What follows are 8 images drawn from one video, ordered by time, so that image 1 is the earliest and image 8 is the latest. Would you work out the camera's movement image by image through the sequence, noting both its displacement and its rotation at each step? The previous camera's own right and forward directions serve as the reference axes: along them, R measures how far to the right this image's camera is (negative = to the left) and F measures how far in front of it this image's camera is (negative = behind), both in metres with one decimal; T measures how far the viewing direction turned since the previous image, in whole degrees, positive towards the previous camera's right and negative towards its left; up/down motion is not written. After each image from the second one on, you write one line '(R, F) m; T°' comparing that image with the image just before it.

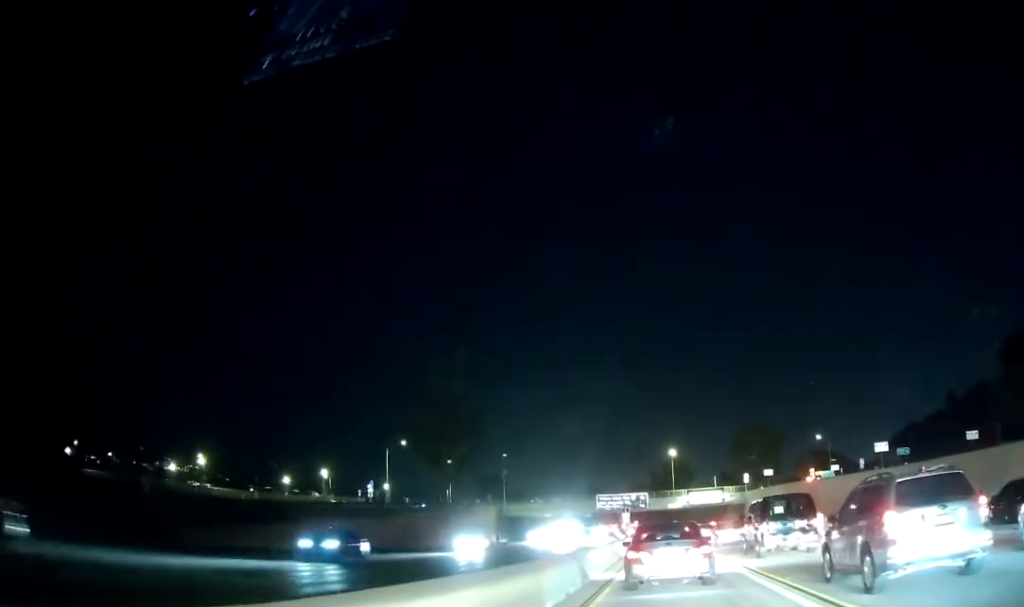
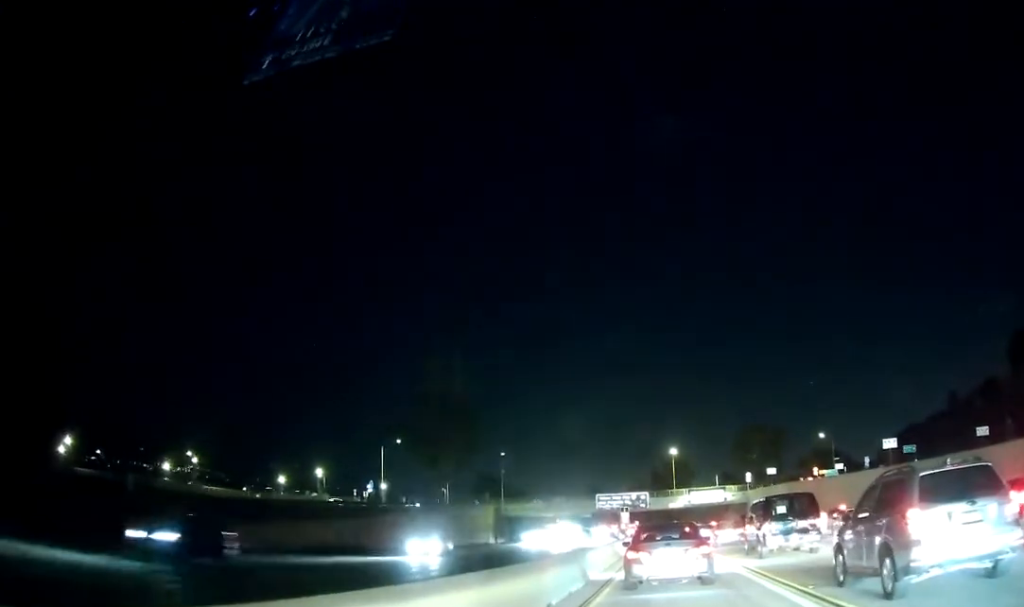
(0.0, +2.4) m; 0°
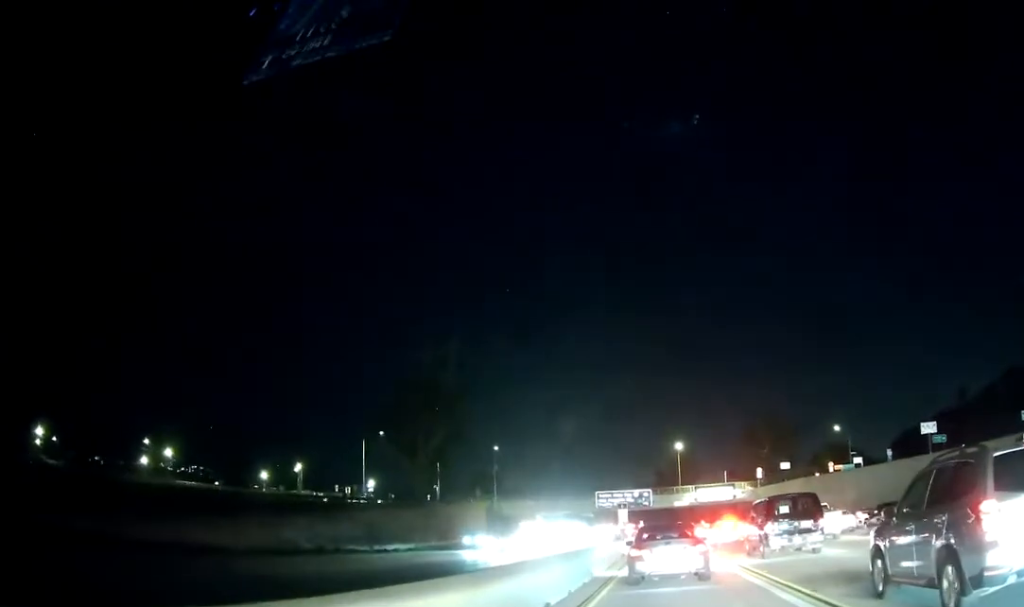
(0.0, +8.4) m; 0°
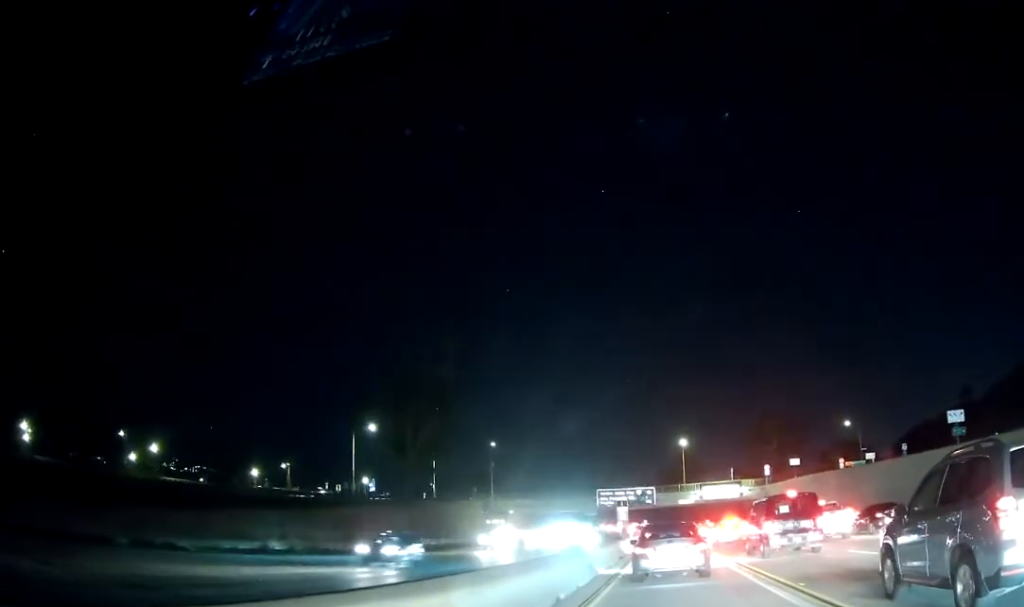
(0.0, +4.6) m; -1°
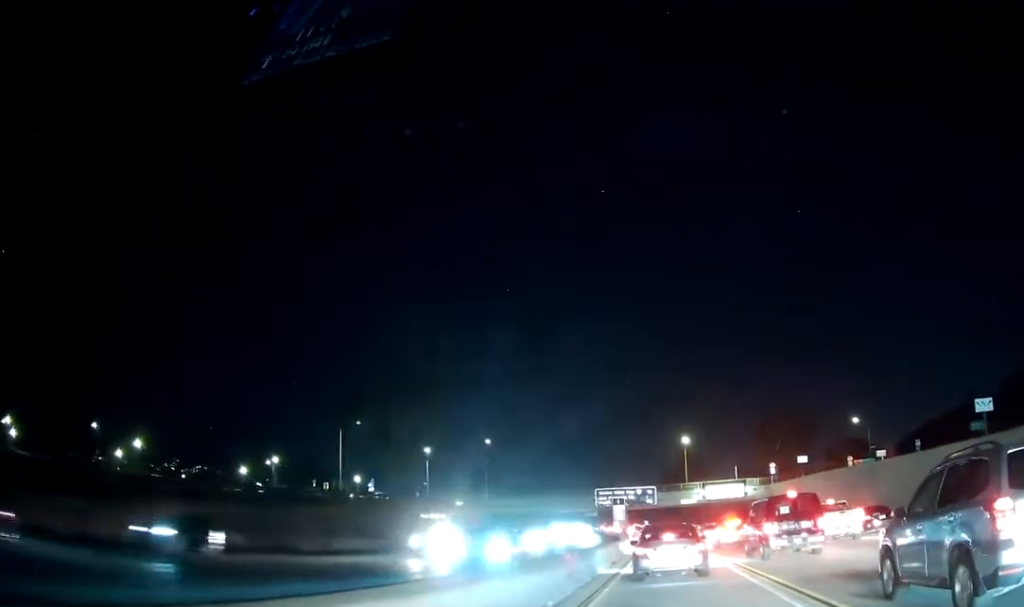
(0.0, +4.3) m; -2°
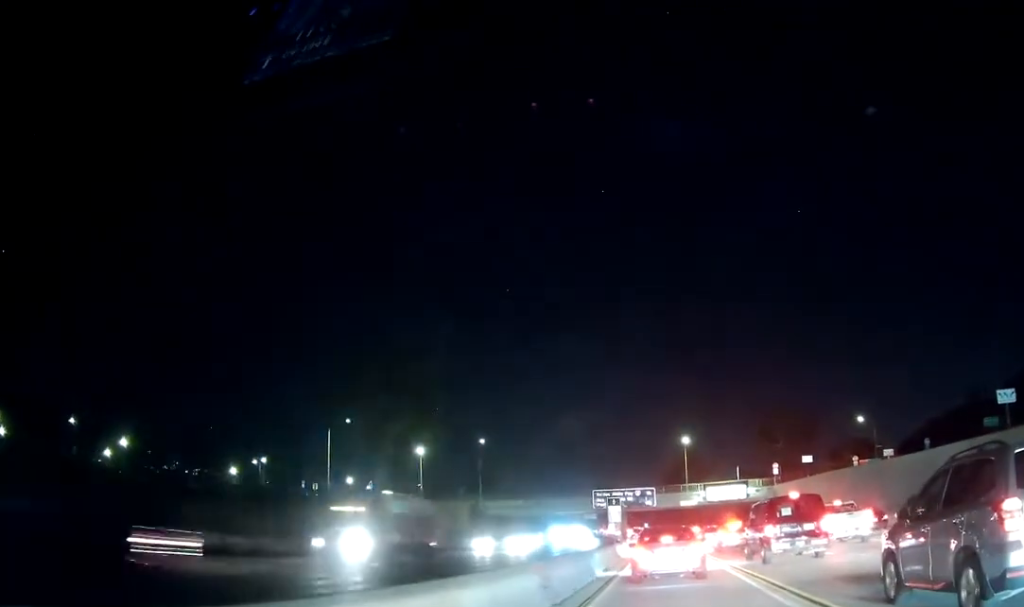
(-0.1, +3.1) m; -1°
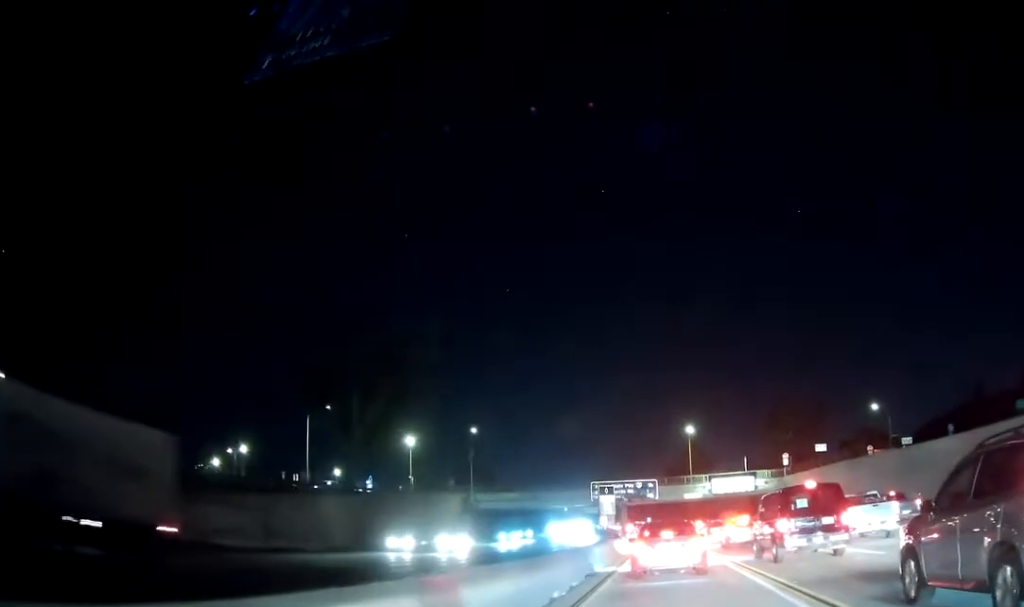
(-0.1, +6.1) m; -1°
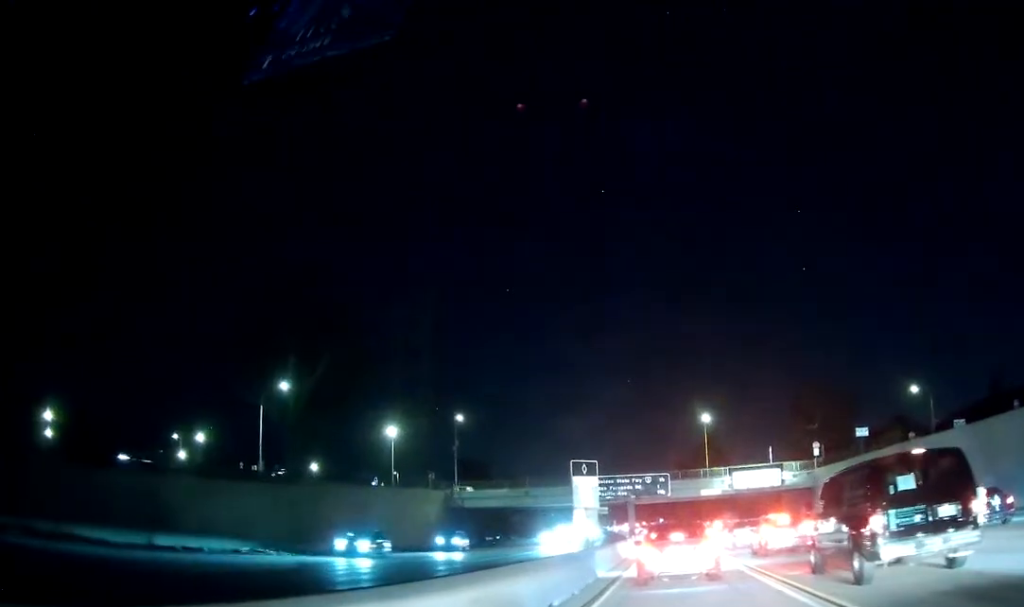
(0.0, +12.8) m; +3°
